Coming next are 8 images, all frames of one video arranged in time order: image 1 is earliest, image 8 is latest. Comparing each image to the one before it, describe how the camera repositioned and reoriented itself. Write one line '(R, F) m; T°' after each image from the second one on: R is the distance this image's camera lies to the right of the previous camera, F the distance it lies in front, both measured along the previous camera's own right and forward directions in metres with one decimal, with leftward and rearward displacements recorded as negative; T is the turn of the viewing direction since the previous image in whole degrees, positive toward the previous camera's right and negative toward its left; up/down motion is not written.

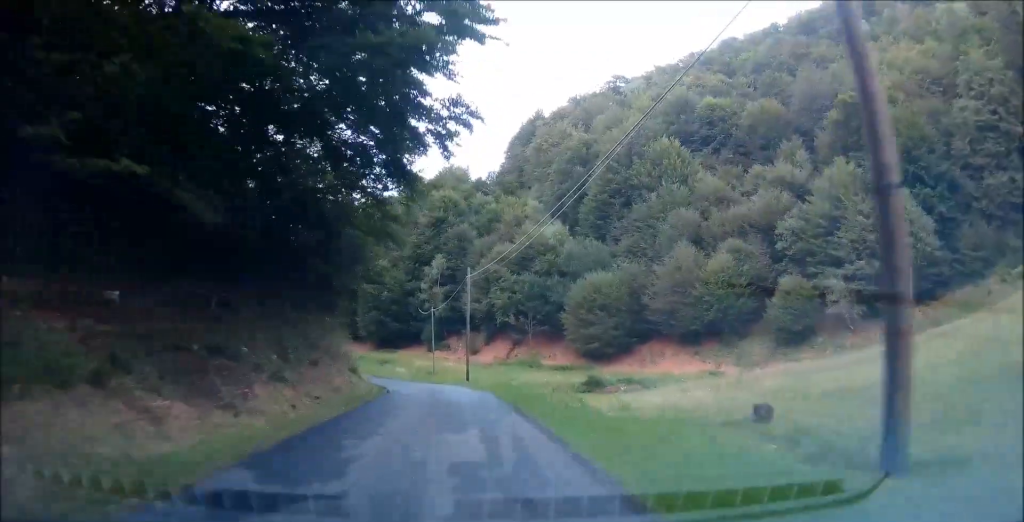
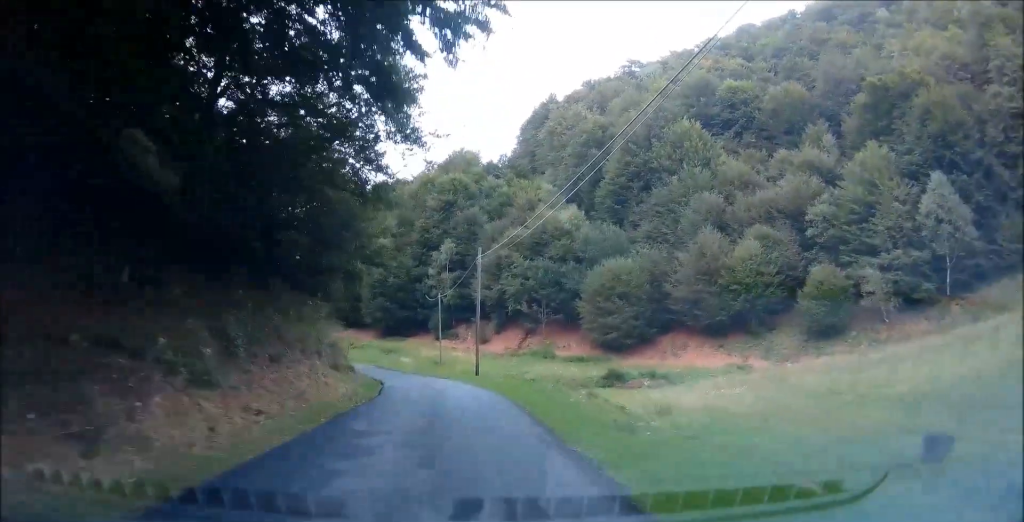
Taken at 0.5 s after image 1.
(-0.1, +4.8) m; -1°
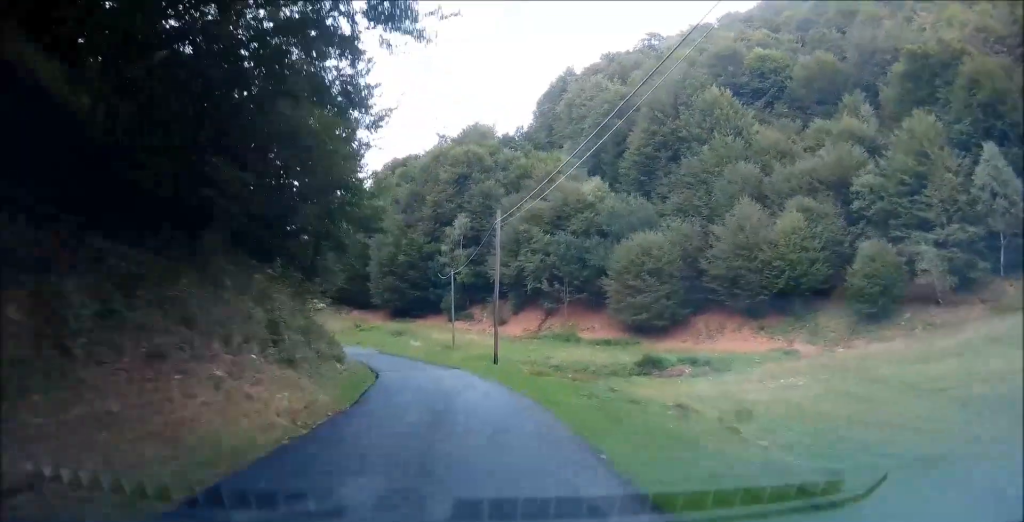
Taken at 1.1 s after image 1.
(-0.1, +6.6) m; -2°
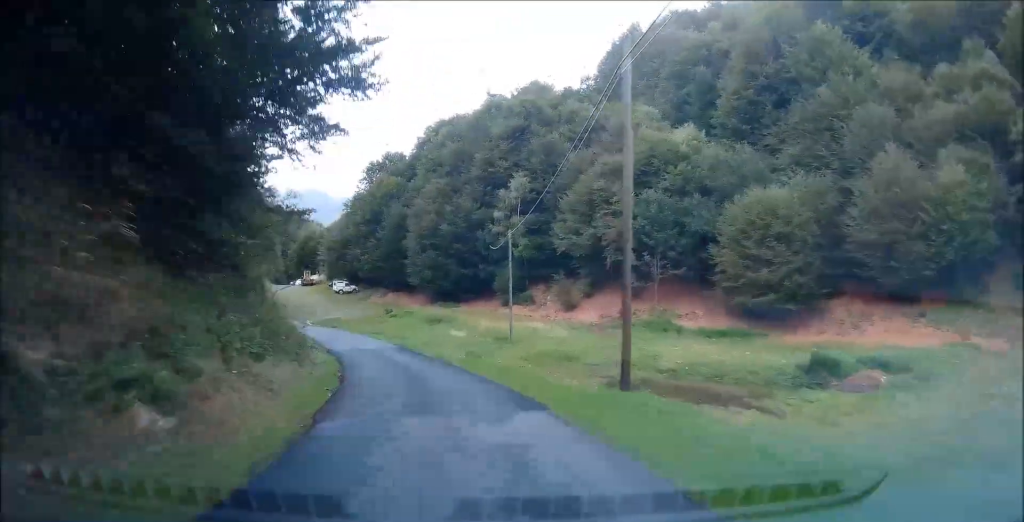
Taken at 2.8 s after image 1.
(-1.1, +17.4) m; -9°
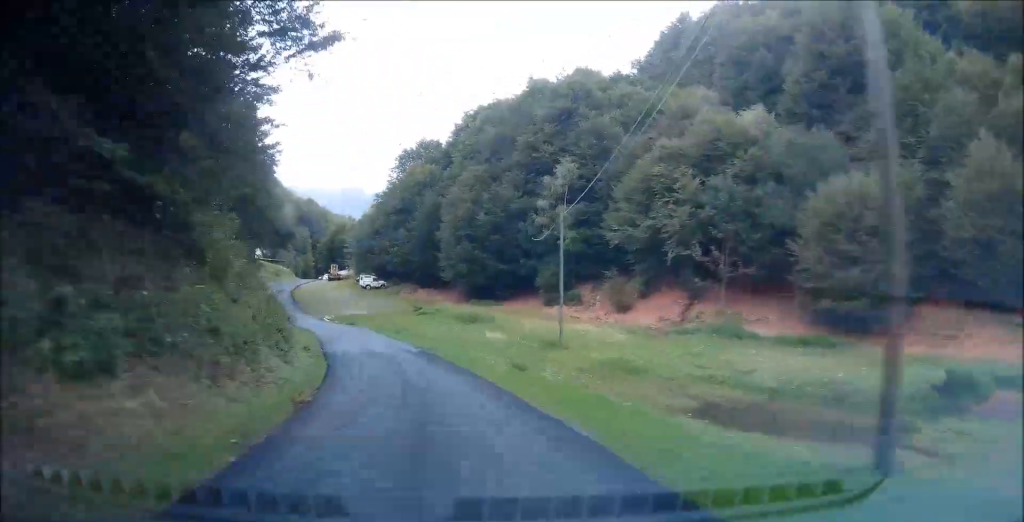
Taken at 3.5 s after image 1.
(-0.5, +7.7) m; -4°
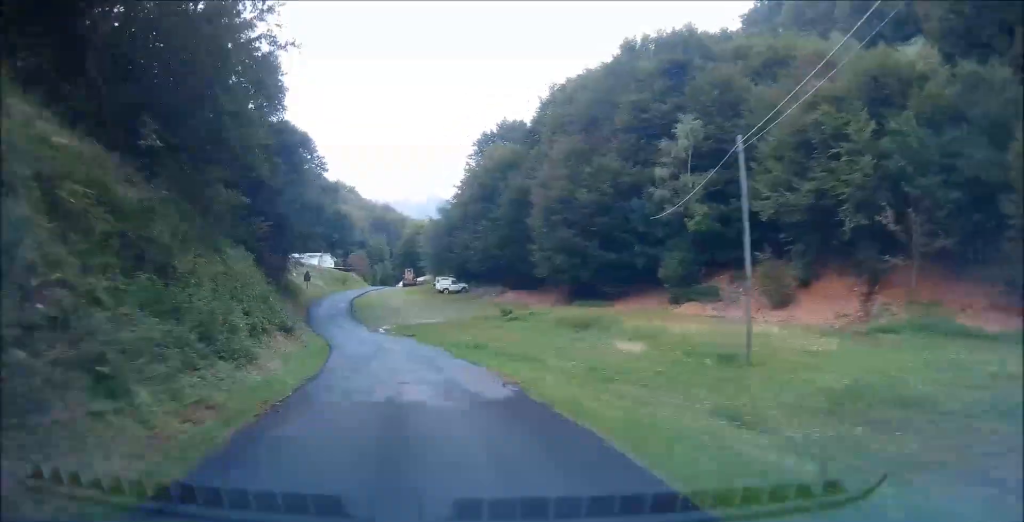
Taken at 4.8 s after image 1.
(-1.0, +15.5) m; -6°
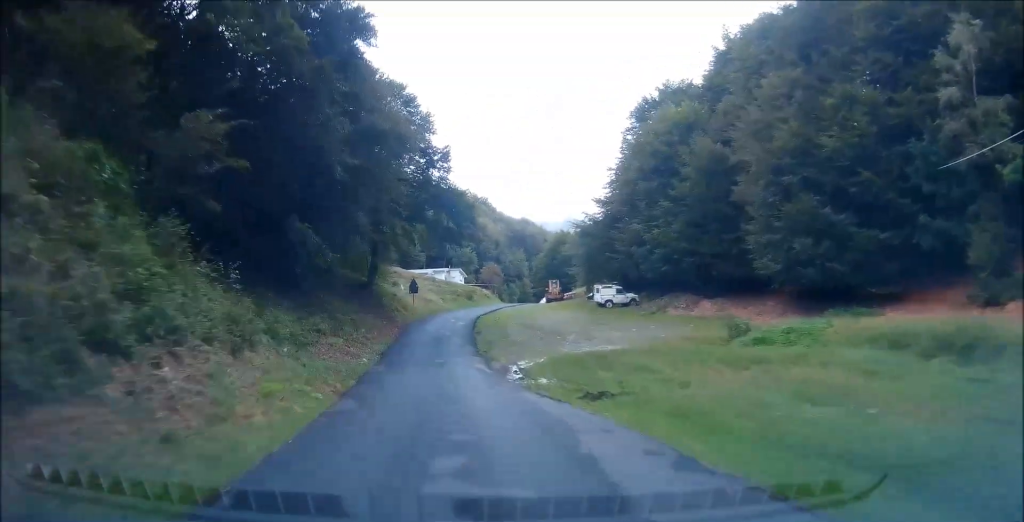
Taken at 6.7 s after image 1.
(-0.9, +24.3) m; -1°
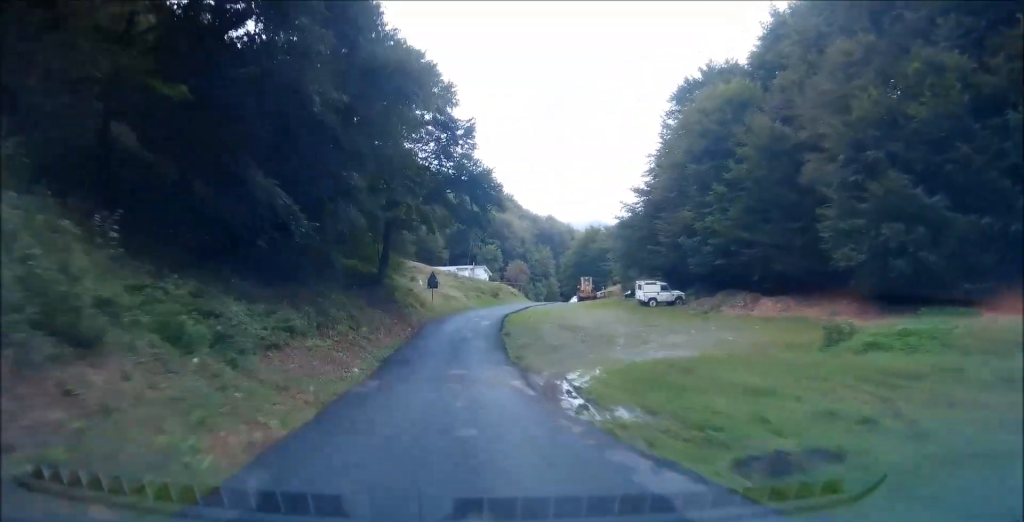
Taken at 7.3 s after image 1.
(+0.1, +7.1) m; 0°
